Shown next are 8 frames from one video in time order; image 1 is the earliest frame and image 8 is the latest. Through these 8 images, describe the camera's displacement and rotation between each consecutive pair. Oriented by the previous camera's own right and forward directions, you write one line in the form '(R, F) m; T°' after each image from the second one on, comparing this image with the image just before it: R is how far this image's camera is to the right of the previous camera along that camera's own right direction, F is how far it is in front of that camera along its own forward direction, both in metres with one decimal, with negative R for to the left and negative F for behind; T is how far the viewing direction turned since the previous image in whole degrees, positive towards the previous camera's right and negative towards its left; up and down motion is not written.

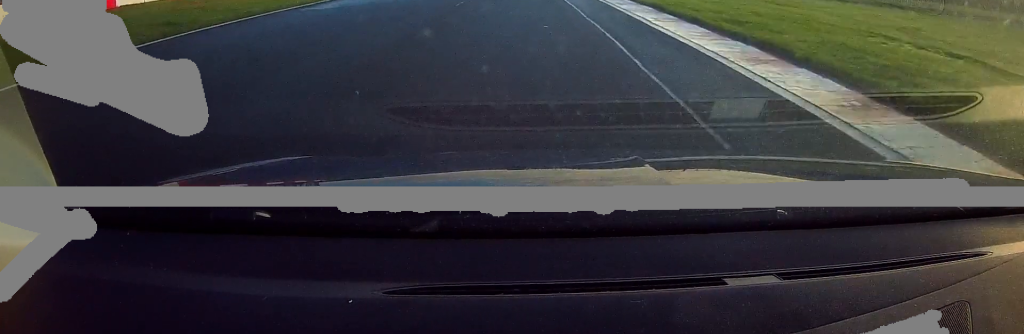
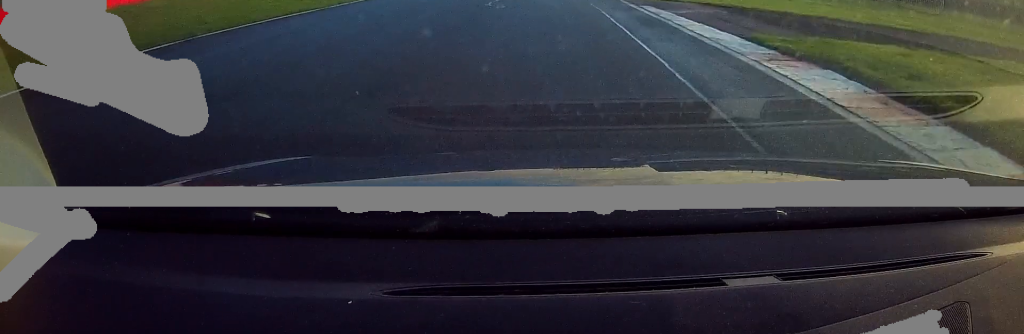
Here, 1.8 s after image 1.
(-0.2, +29.2) m; -1°
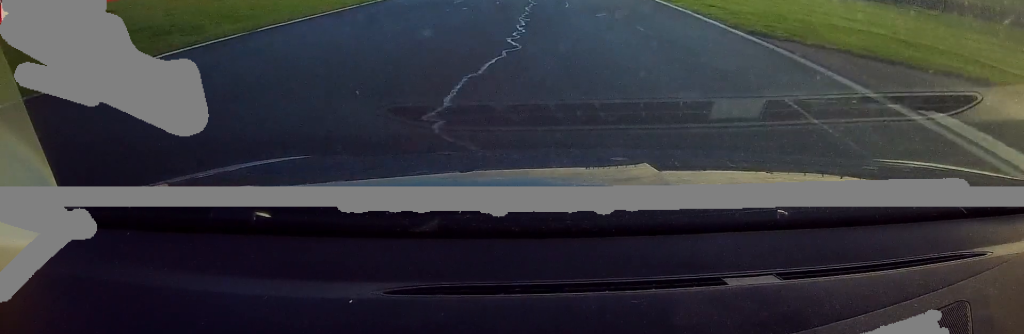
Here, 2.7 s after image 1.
(-0.3, +15.7) m; -3°
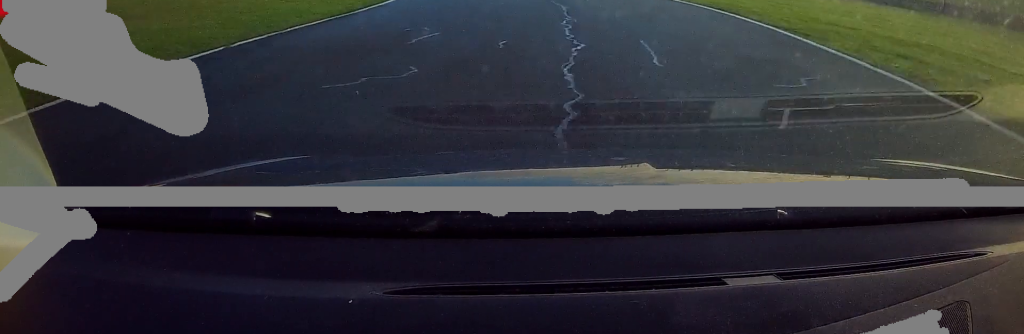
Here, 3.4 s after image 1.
(-0.2, +11.6) m; -3°
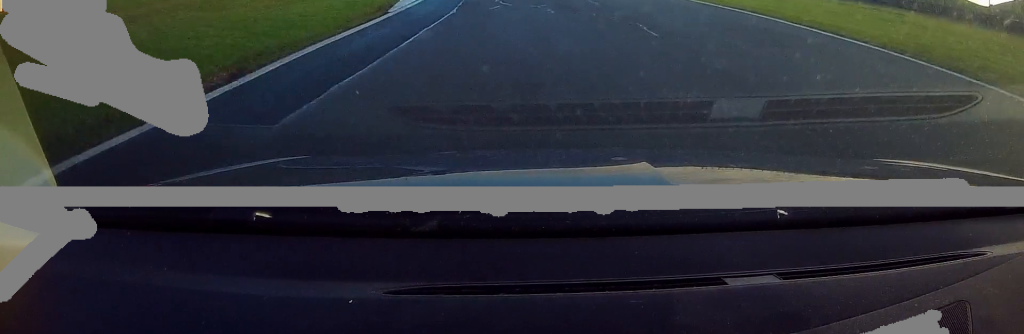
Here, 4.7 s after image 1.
(-0.9, +20.5) m; -6°
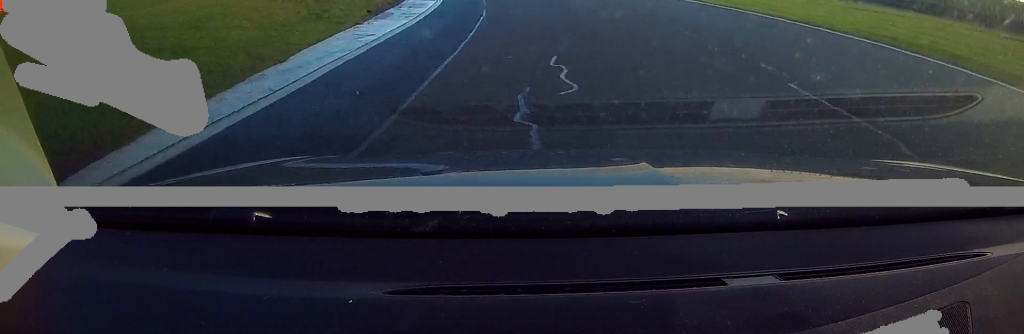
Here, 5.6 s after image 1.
(-0.7, +15.6) m; -5°
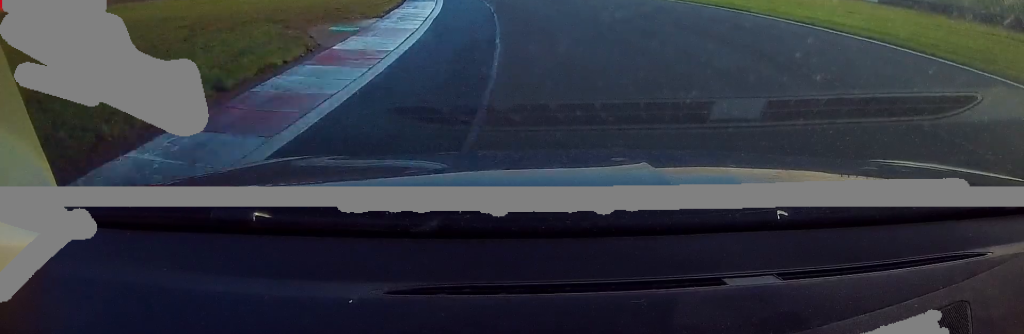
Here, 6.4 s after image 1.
(-0.5, +12.9) m; -3°
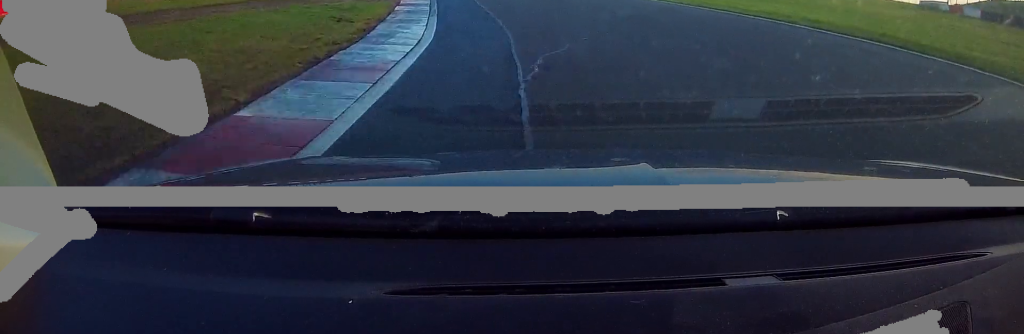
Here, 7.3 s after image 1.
(0.0, +14.3) m; -4°
